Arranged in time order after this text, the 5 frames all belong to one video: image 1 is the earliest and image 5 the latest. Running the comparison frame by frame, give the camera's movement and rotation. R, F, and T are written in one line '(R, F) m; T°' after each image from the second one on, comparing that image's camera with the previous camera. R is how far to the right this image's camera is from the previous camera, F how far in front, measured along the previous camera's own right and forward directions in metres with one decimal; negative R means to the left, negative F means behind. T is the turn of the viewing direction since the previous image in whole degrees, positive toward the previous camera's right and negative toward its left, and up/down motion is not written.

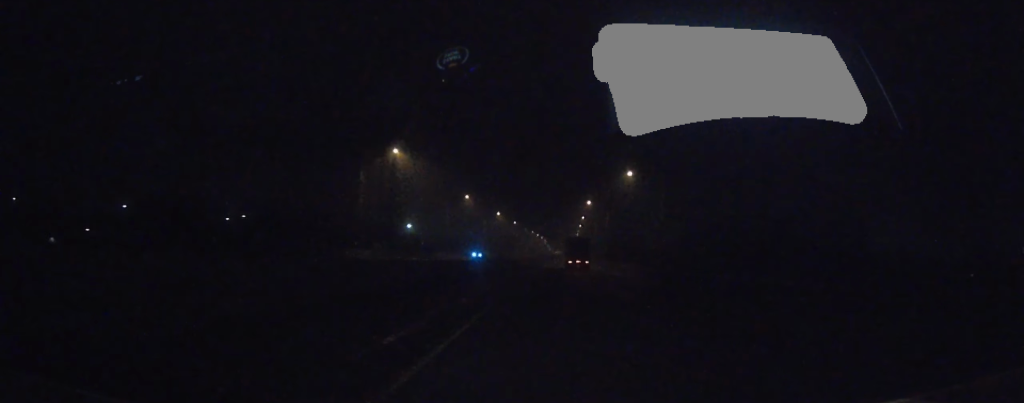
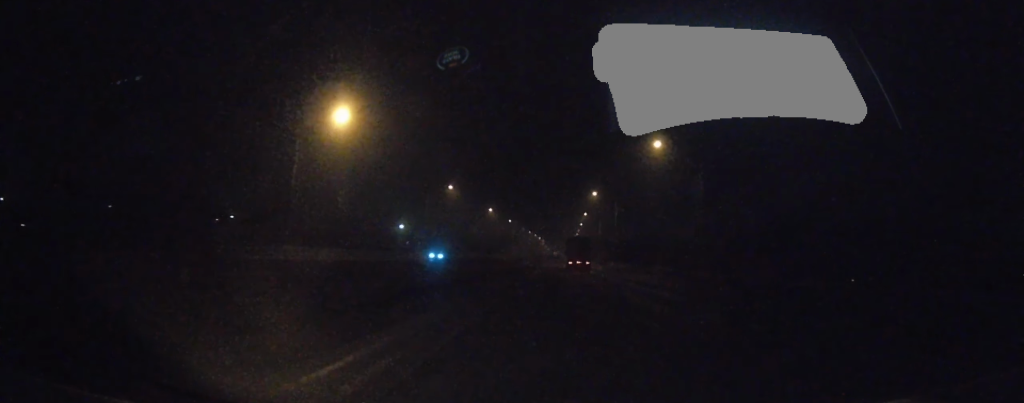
(0.0, +21.9) m; 0°
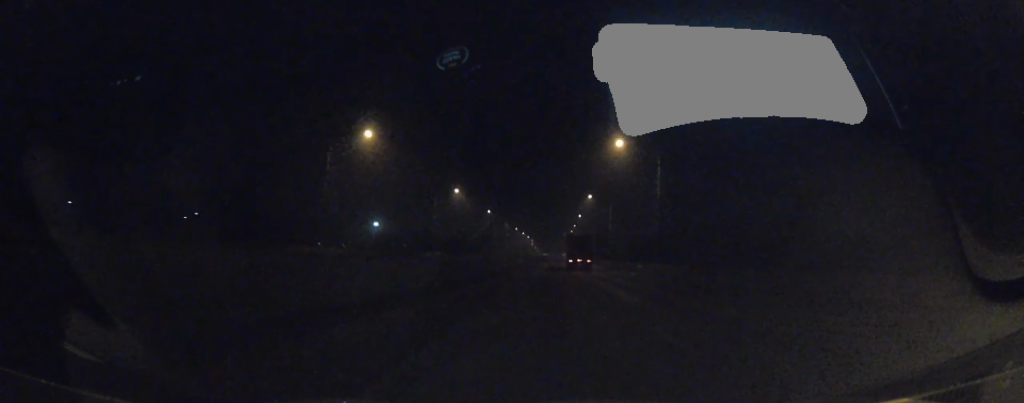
(+0.8, +52.3) m; +1°
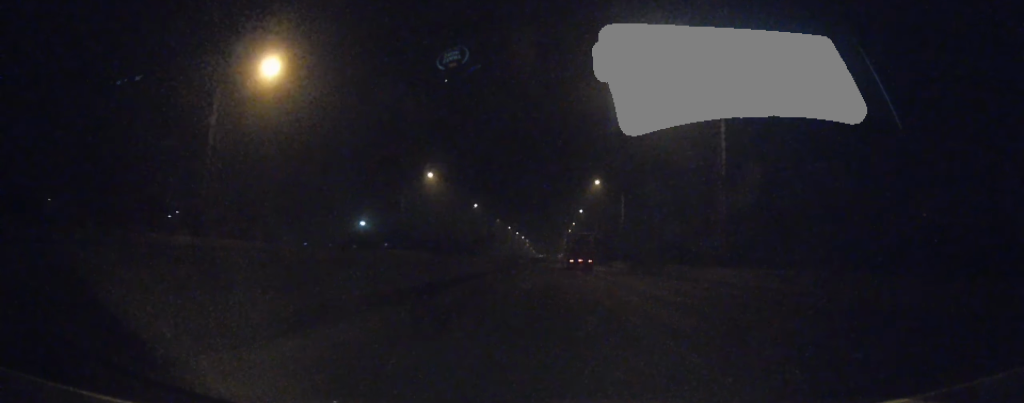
(-0.5, +26.4) m; 0°
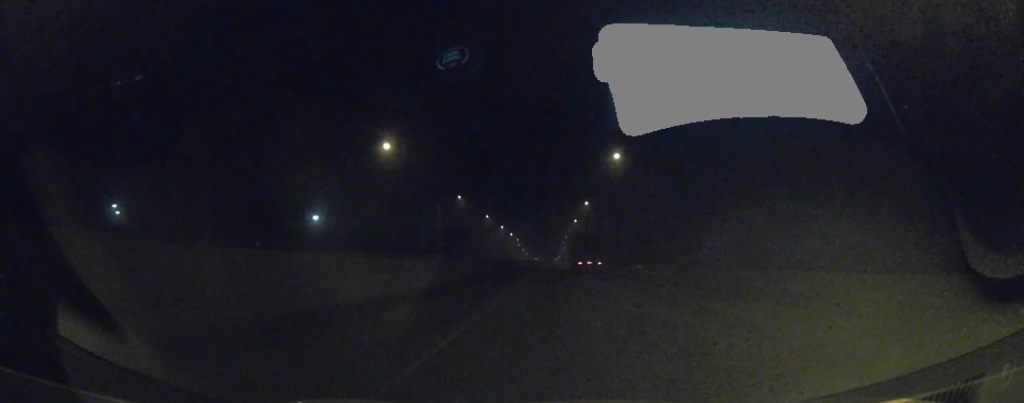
(+3.1, +89.7) m; +1°
